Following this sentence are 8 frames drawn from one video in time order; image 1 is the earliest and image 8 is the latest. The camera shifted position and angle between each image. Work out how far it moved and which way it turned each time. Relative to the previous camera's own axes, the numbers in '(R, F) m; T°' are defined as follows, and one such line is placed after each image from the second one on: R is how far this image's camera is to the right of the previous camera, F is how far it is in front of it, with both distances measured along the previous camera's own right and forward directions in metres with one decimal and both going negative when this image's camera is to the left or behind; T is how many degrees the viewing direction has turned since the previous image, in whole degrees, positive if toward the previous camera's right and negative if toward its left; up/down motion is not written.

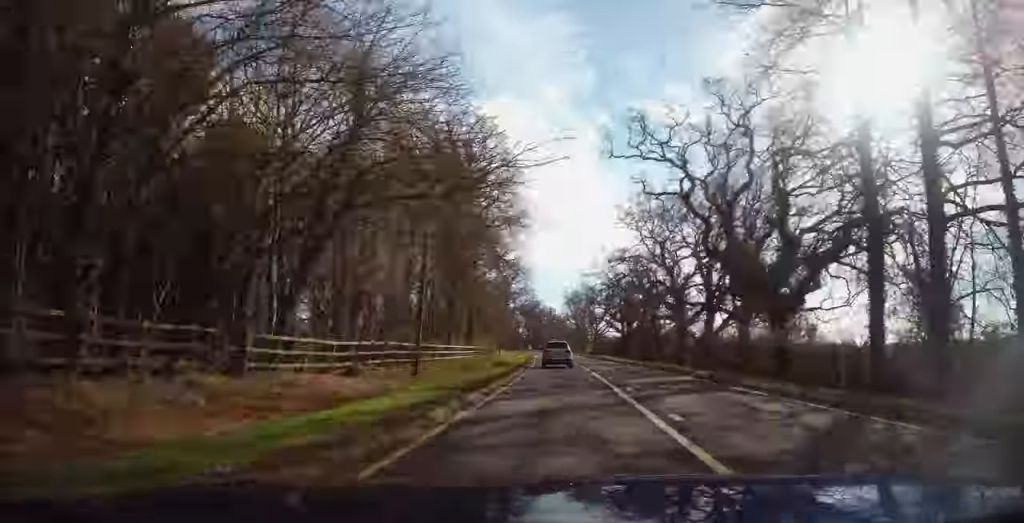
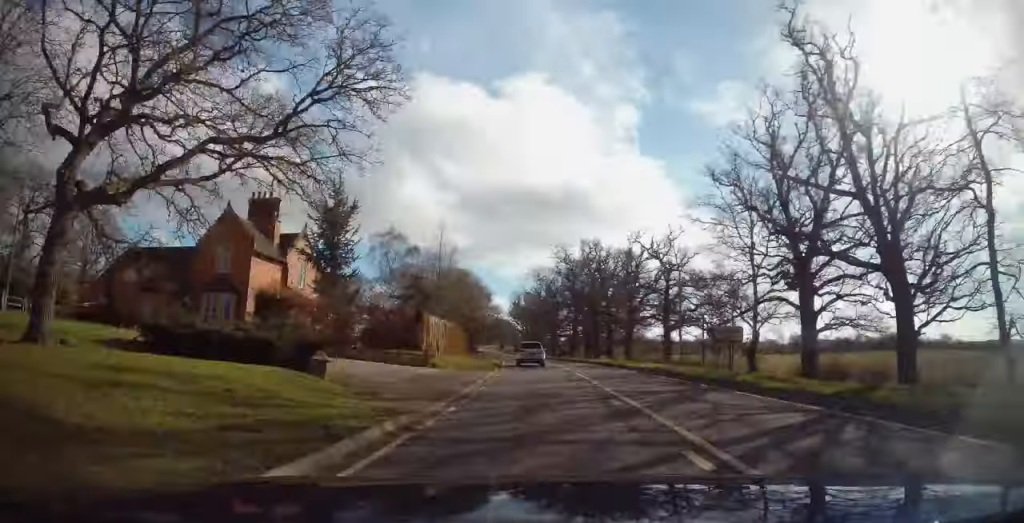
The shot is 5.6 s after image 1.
(-5.7, +103.3) m; -8°
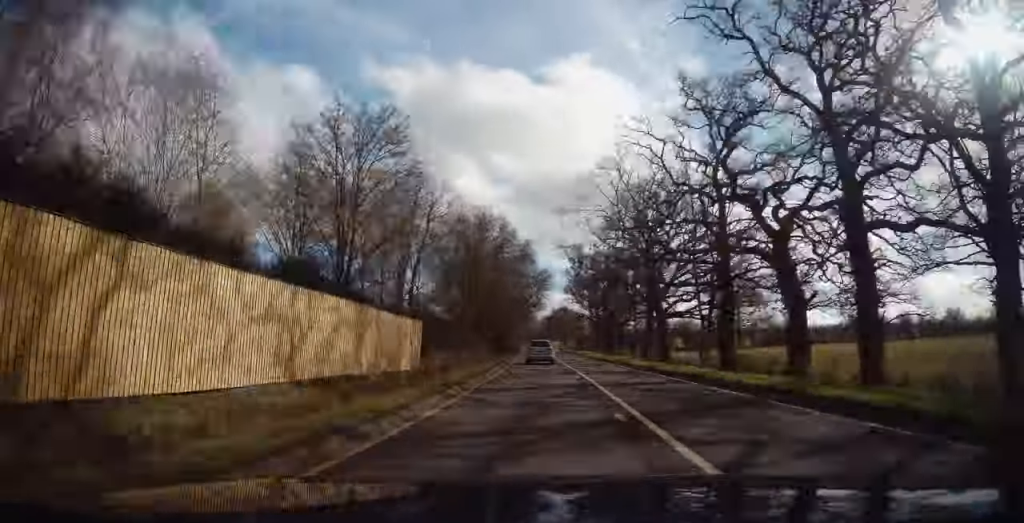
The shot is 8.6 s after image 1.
(-4.6, +55.9) m; -3°
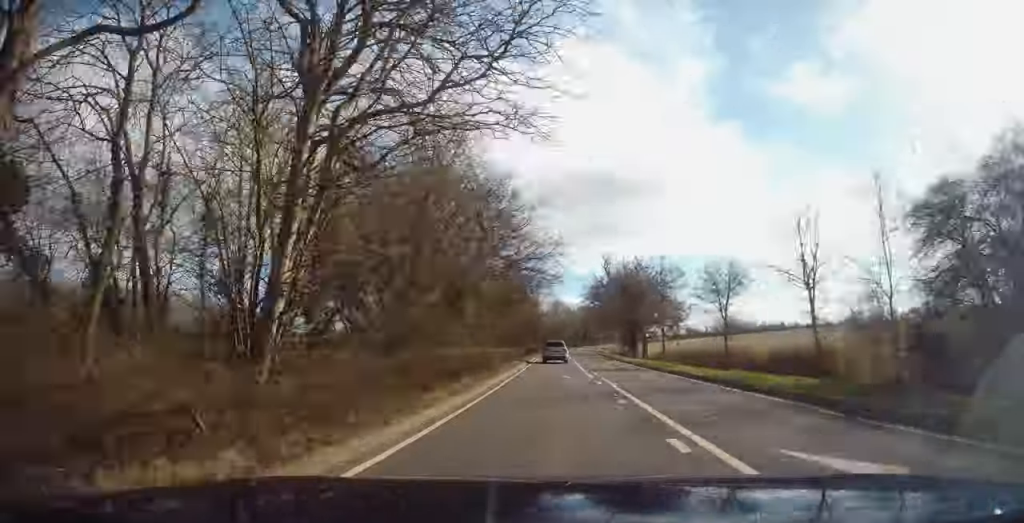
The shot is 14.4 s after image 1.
(-5.4, +107.6) m; -1°
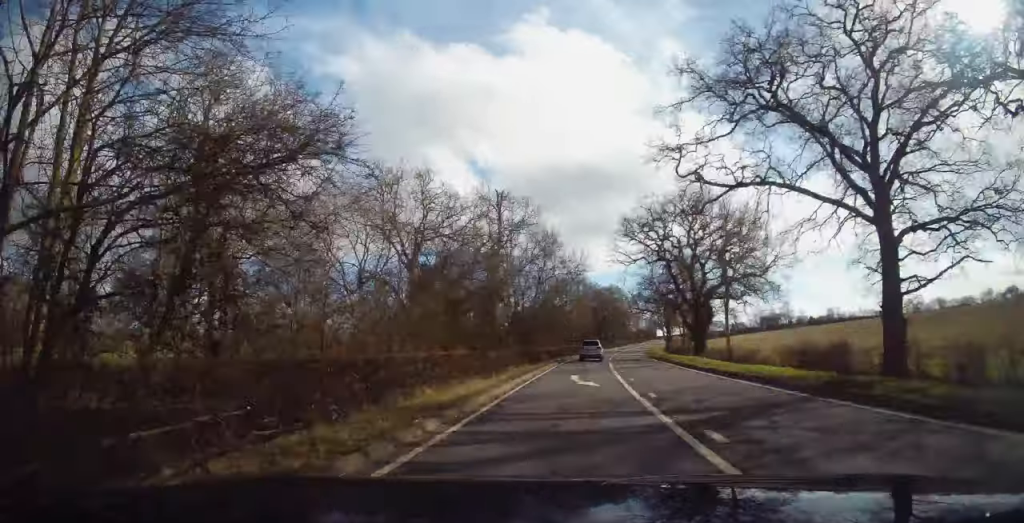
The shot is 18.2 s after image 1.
(-0.3, +71.1) m; +4°
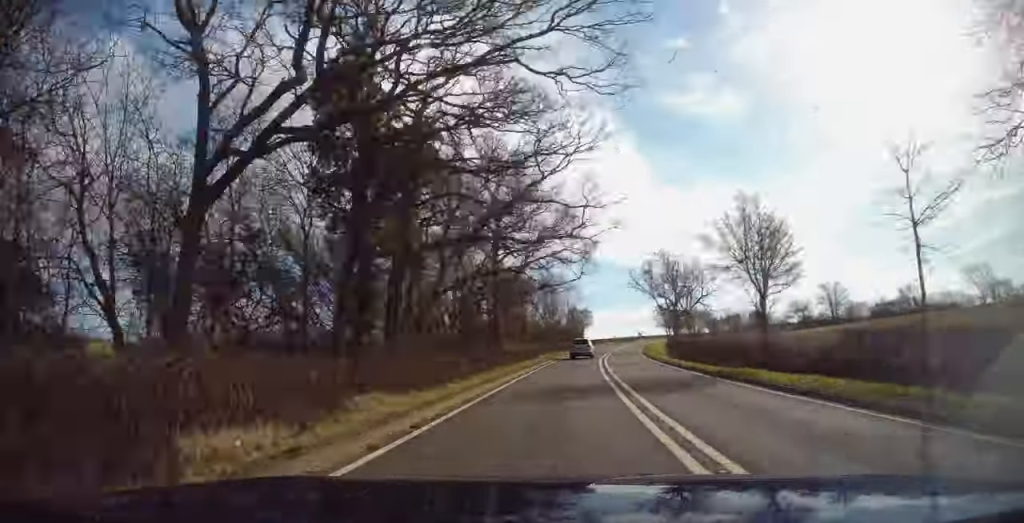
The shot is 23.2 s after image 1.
(+4.4, +96.8) m; +10°
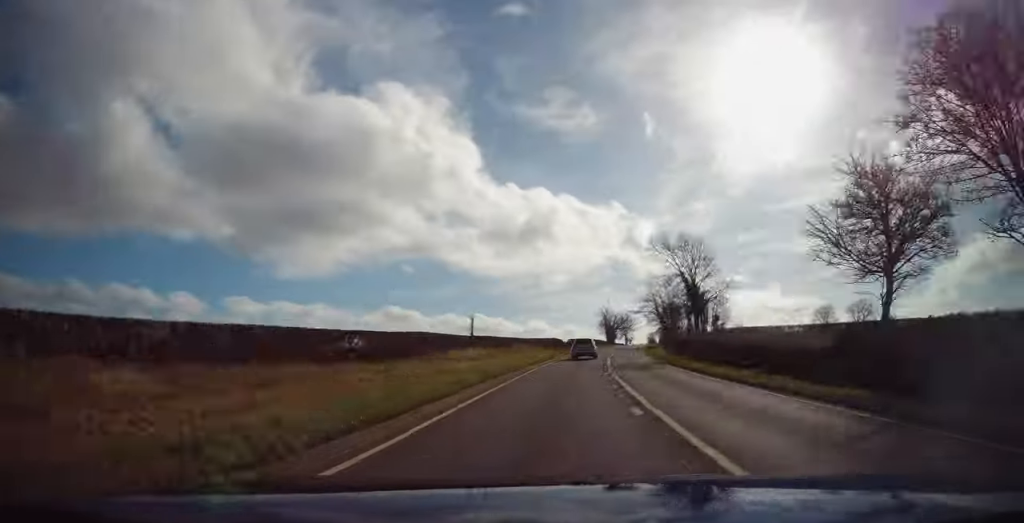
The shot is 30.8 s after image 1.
(+26.6, +147.8) m; +16°
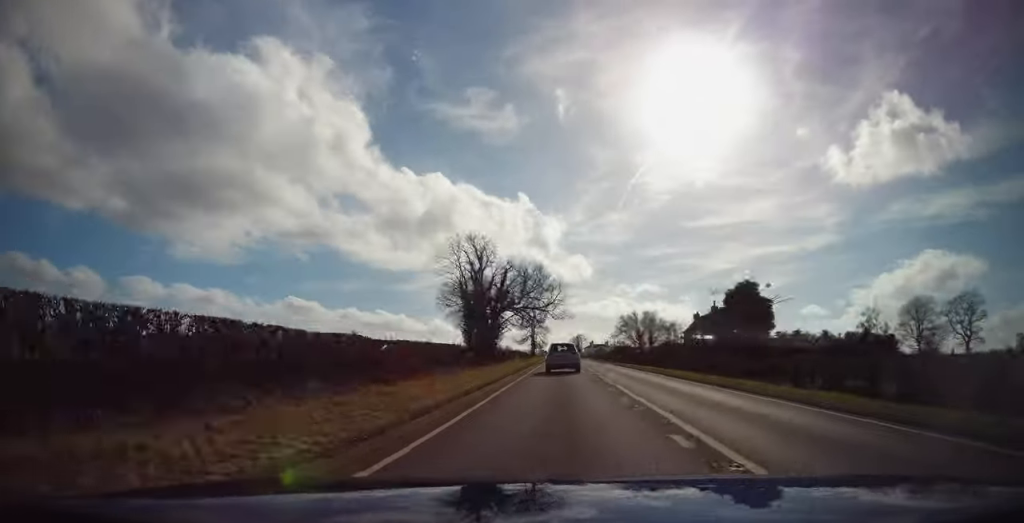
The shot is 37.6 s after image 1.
(+11.7, +130.4) m; +6°
